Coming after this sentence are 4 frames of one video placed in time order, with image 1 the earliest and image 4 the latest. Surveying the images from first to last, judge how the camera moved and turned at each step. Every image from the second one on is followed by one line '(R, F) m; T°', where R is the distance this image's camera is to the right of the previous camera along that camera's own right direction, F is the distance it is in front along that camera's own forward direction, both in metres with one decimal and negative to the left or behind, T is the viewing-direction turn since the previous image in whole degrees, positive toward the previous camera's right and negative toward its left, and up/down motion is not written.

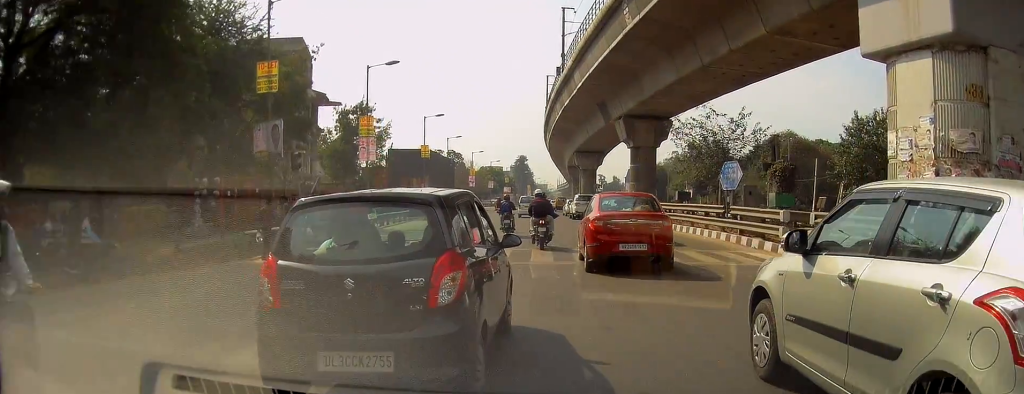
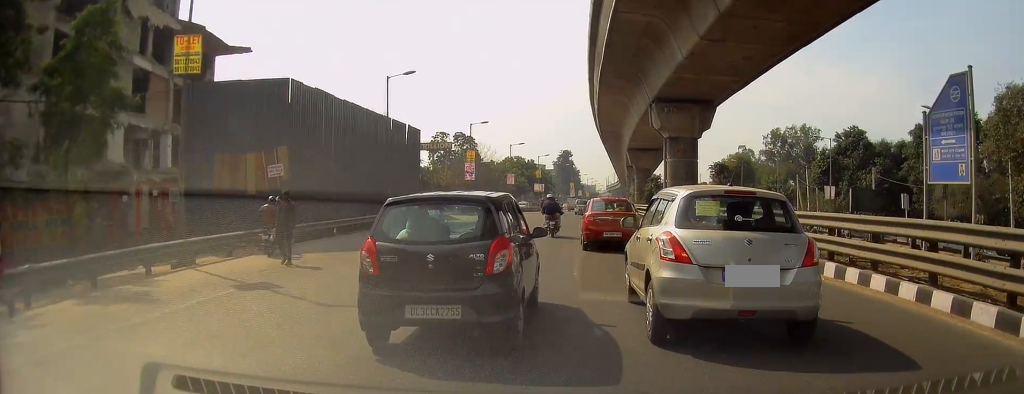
(-1.2, +35.9) m; -4°
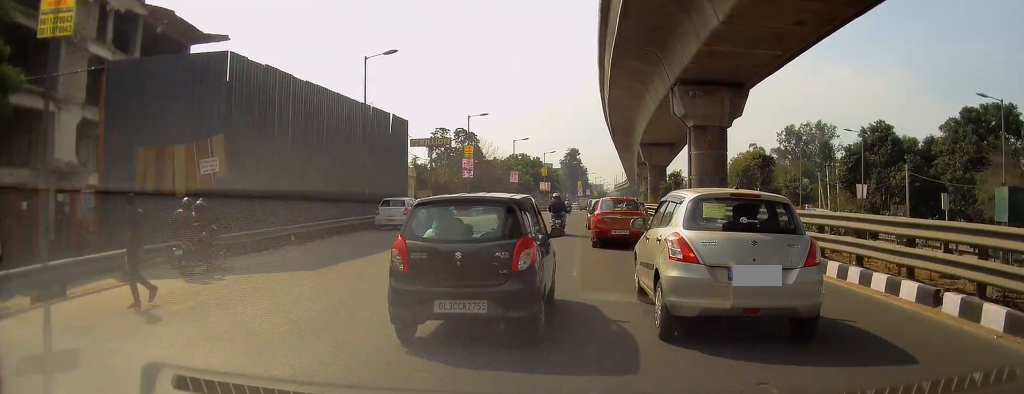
(-0.2, +4.8) m; -1°
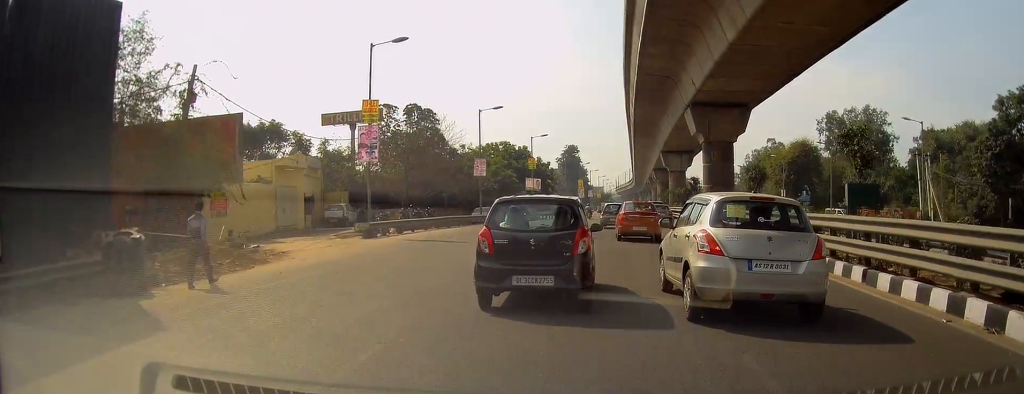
(-0.5, +24.3) m; -2°
